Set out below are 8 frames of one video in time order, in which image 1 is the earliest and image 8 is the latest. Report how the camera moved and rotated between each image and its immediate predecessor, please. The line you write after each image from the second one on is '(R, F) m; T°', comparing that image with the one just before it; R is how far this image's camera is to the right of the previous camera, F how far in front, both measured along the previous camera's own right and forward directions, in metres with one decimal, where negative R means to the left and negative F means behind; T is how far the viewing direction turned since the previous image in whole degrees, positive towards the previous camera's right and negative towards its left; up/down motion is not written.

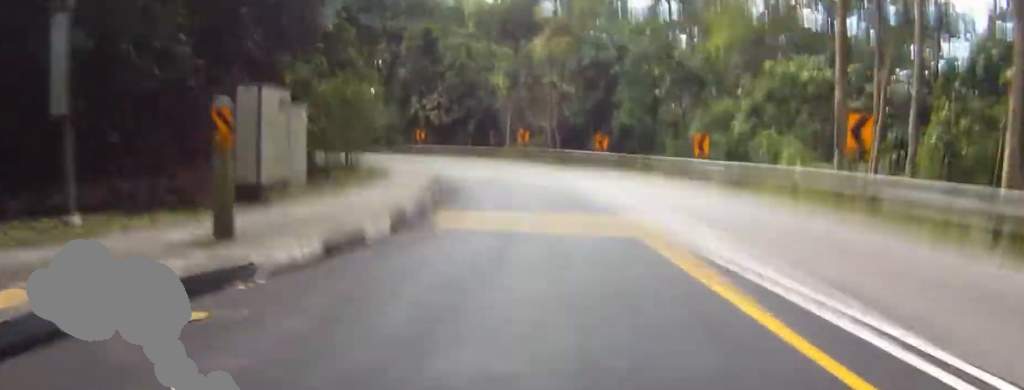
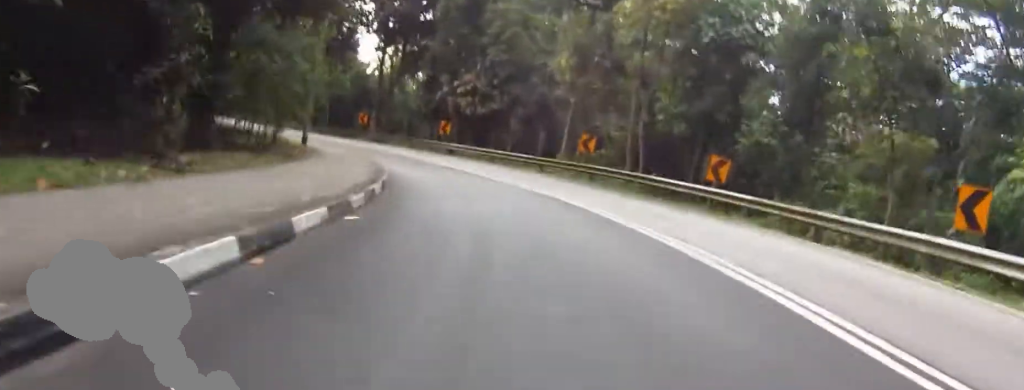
(+1.2, +10.6) m; +11°
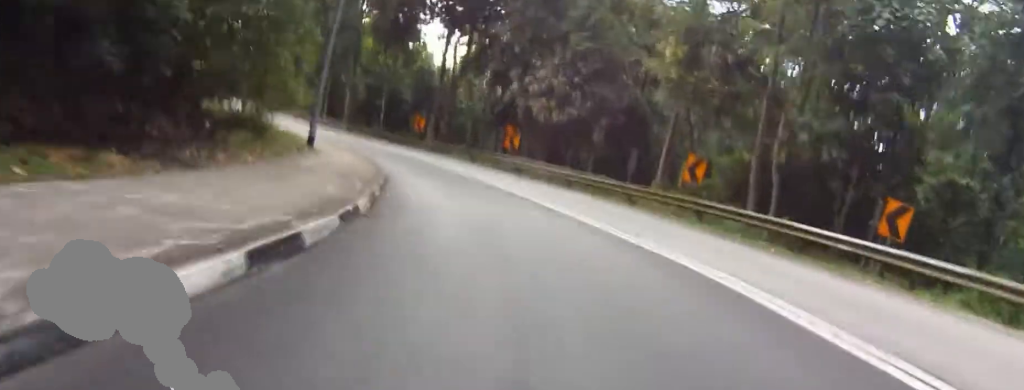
(+0.8, +5.1) m; 0°
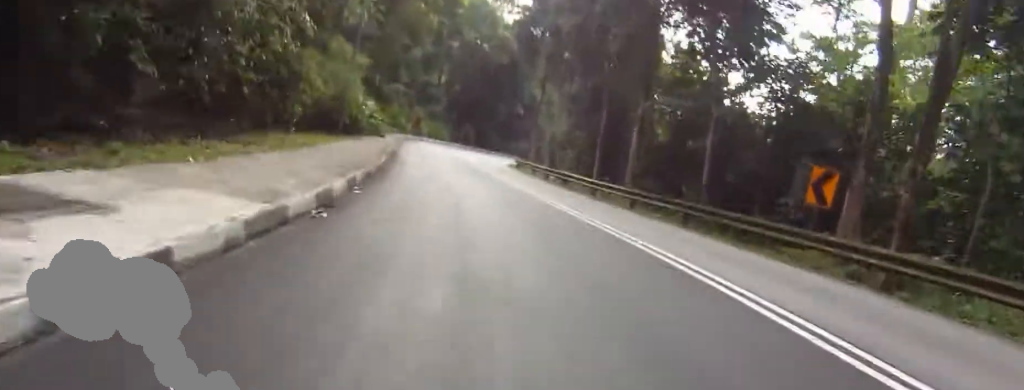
(-3.7, +19.9) m; -10°
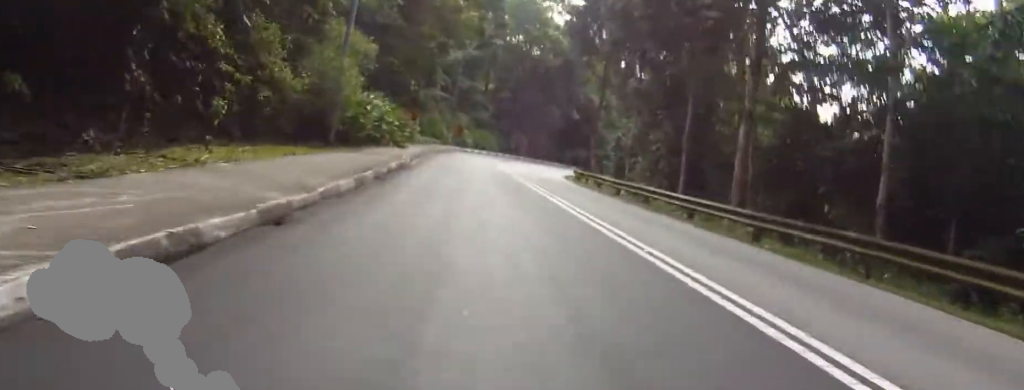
(+0.5, +5.8) m; 0°
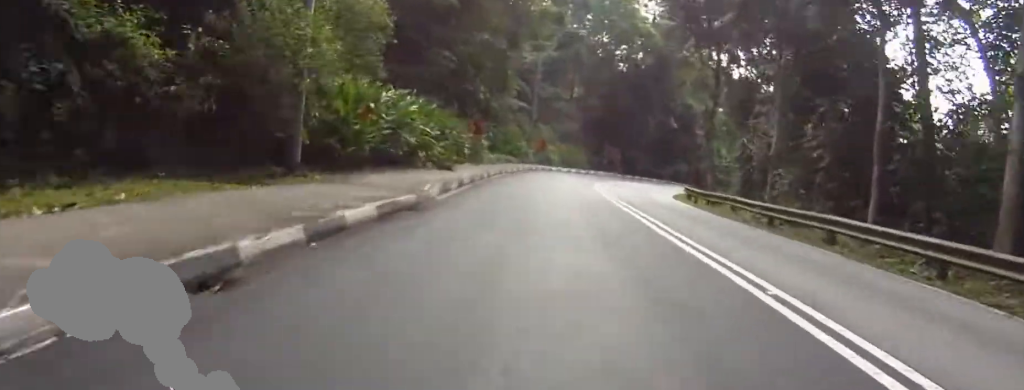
(-0.2, +6.5) m; -10°
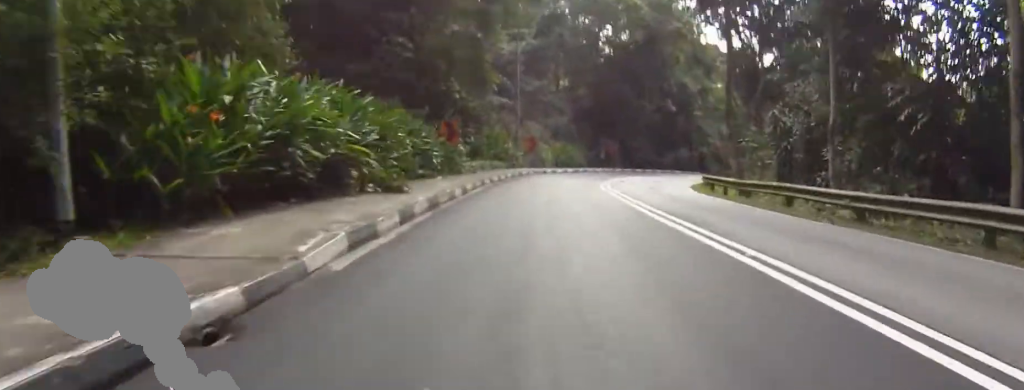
(+0.4, +4.1) m; -10°
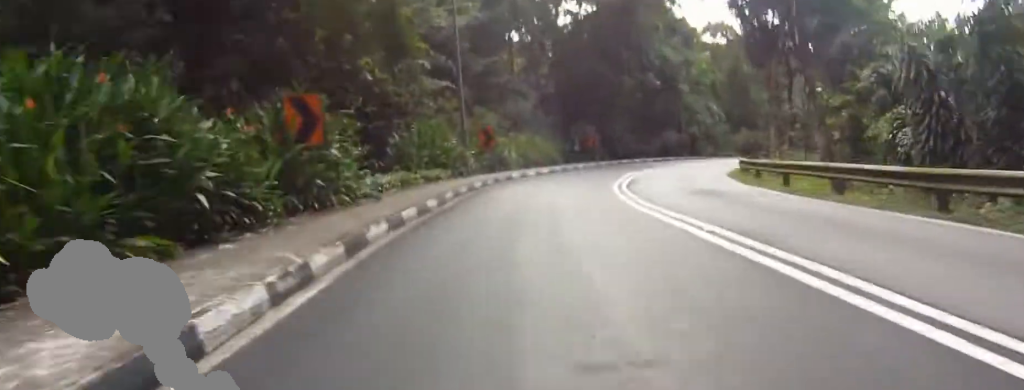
(-2.4, +8.7) m; -13°
